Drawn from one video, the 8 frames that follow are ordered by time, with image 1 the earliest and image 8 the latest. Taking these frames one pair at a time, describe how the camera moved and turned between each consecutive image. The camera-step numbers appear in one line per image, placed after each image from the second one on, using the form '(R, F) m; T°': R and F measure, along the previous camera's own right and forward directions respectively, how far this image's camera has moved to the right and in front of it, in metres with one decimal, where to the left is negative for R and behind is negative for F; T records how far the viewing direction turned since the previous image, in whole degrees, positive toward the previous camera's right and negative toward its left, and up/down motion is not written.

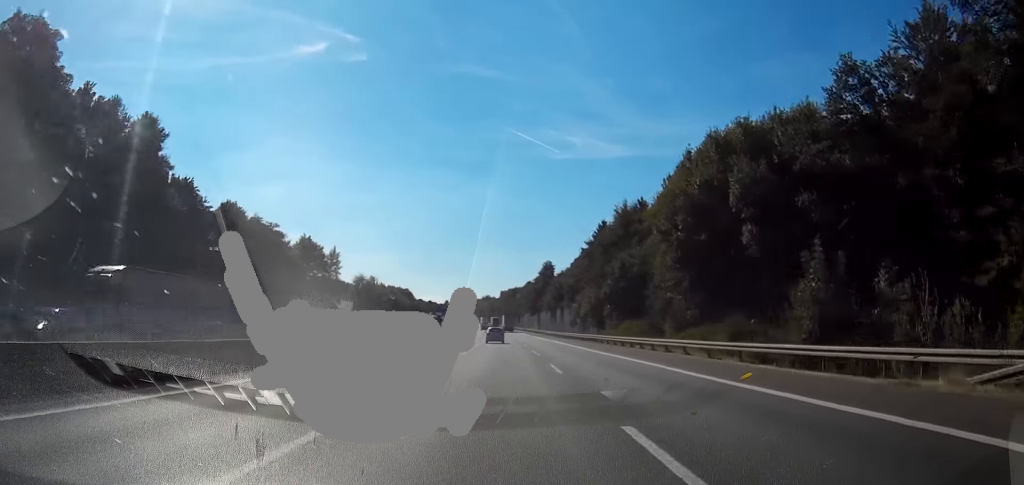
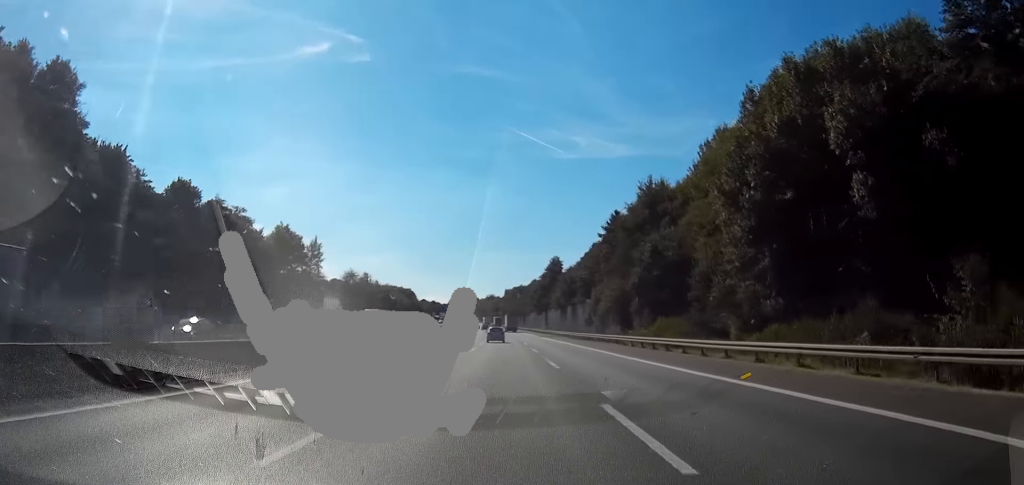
(0.0, +15.4) m; 0°
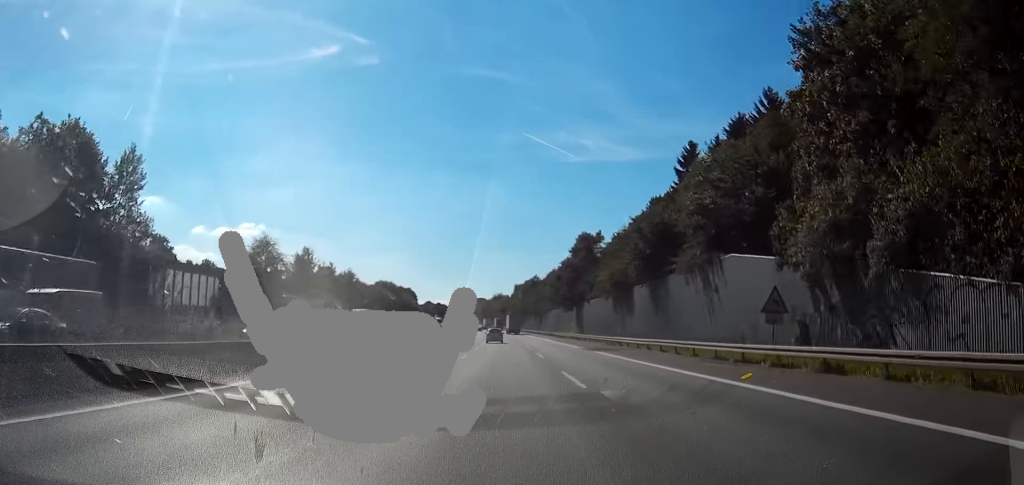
(+0.2, +61.2) m; +1°
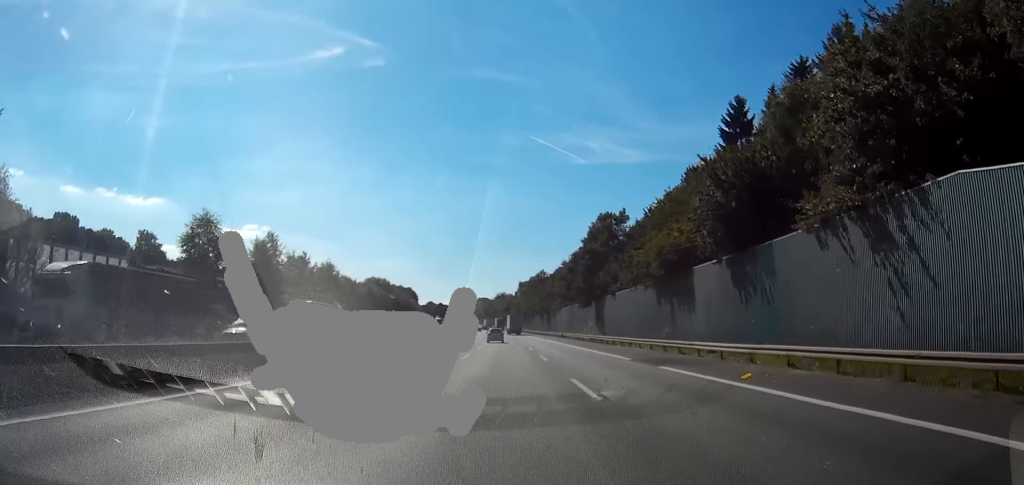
(0.0, +20.7) m; 0°
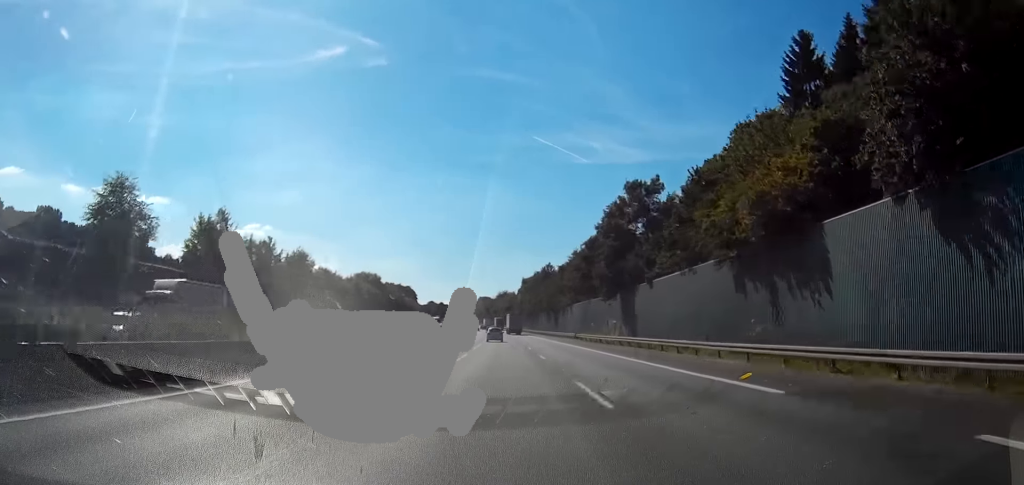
(0.0, +19.6) m; 0°
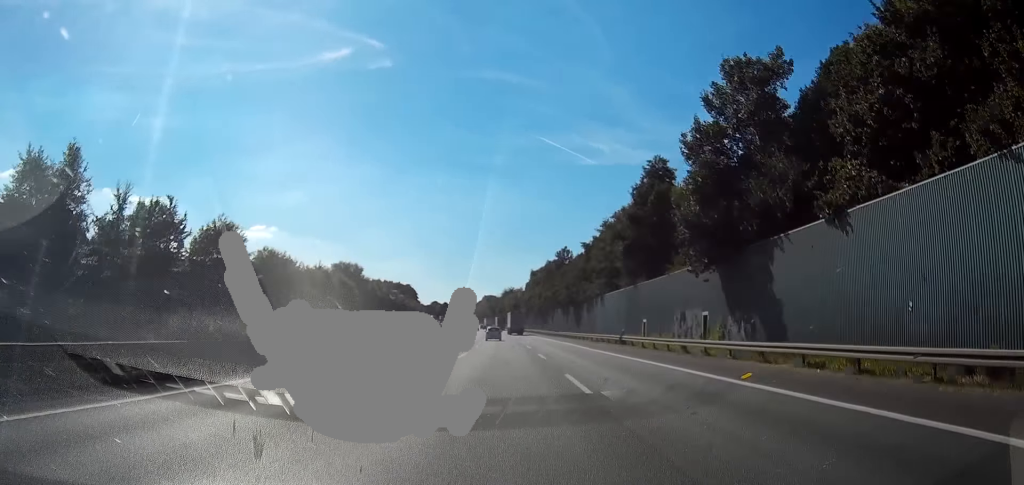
(-0.1, +33.5) m; -1°
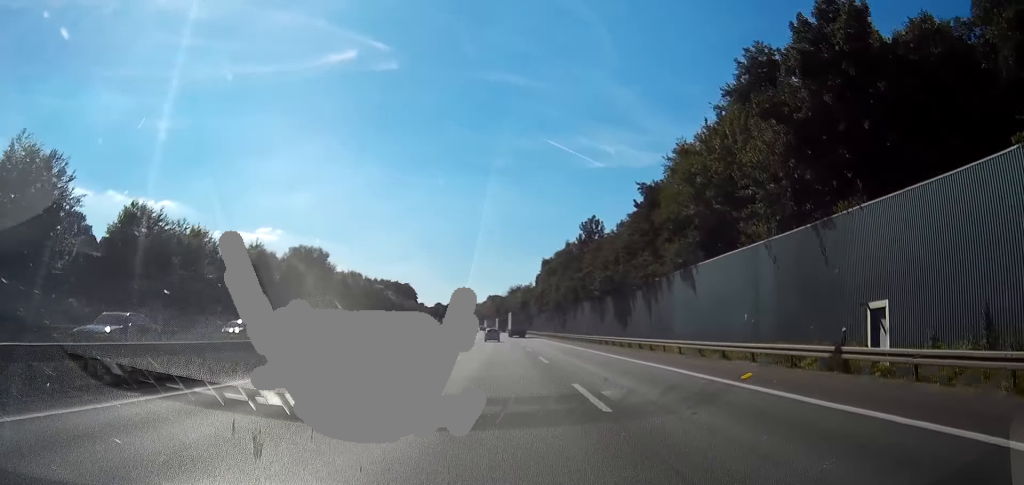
(-0.5, +37.4) m; -1°
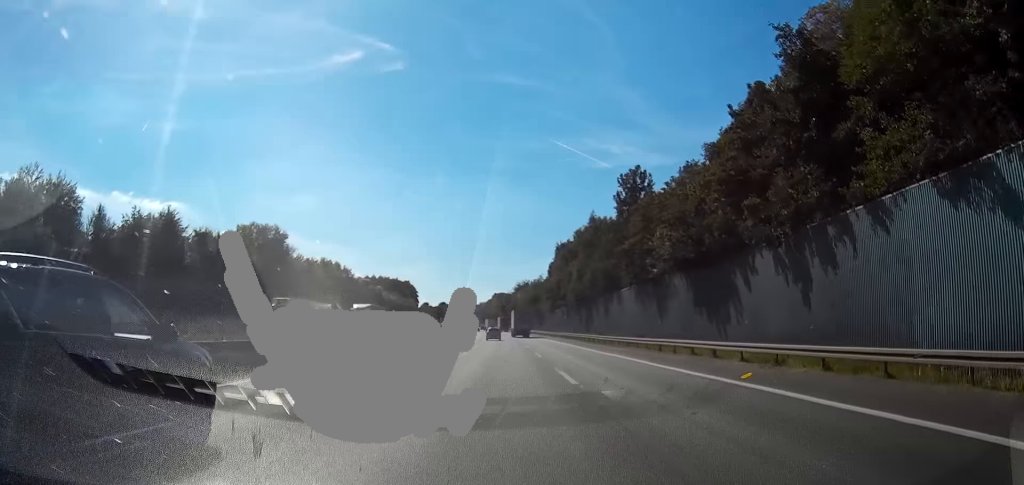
(-0.2, +26.9) m; 0°
